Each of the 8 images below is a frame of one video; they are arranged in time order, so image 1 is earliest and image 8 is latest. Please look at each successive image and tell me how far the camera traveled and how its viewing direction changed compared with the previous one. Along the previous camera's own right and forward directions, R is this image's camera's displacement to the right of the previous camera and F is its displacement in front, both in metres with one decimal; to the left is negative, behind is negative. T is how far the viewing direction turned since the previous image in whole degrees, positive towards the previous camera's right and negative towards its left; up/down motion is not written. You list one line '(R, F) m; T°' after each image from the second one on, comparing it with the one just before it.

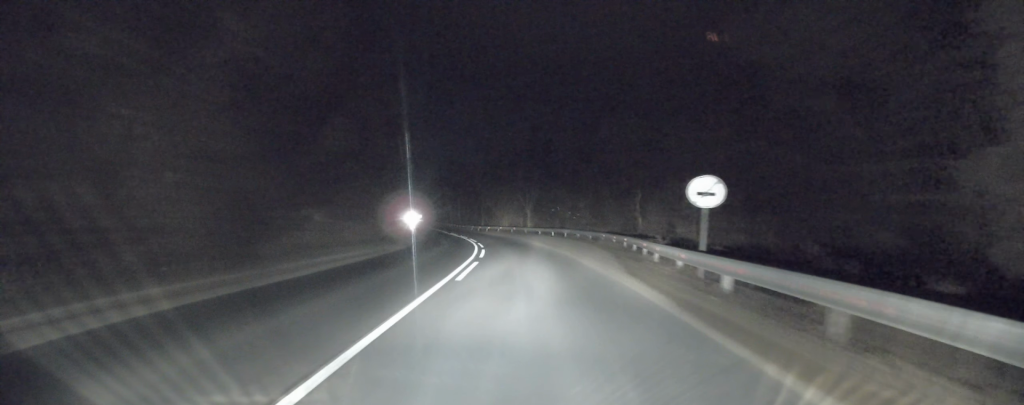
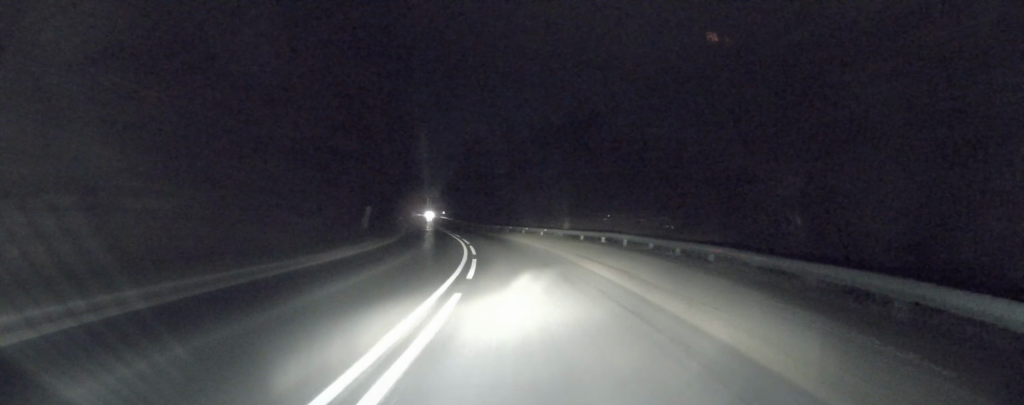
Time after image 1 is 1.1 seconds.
(-0.1, +18.1) m; -2°
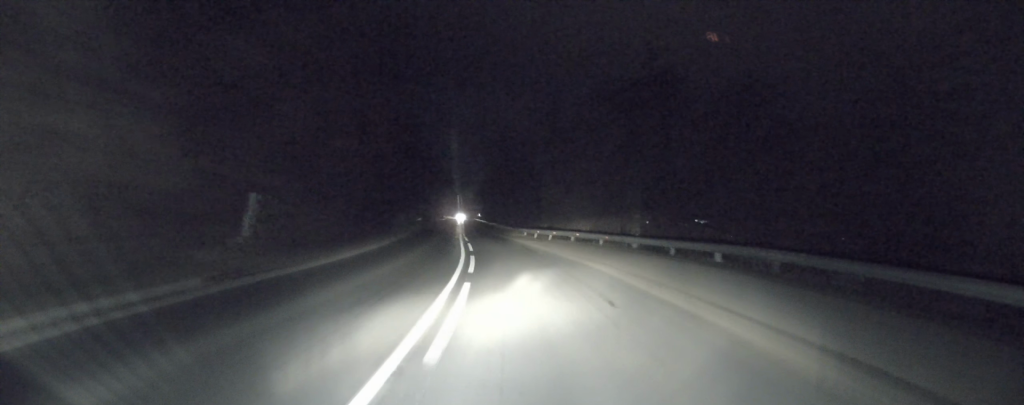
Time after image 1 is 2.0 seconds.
(-0.5, +15.5) m; -3°
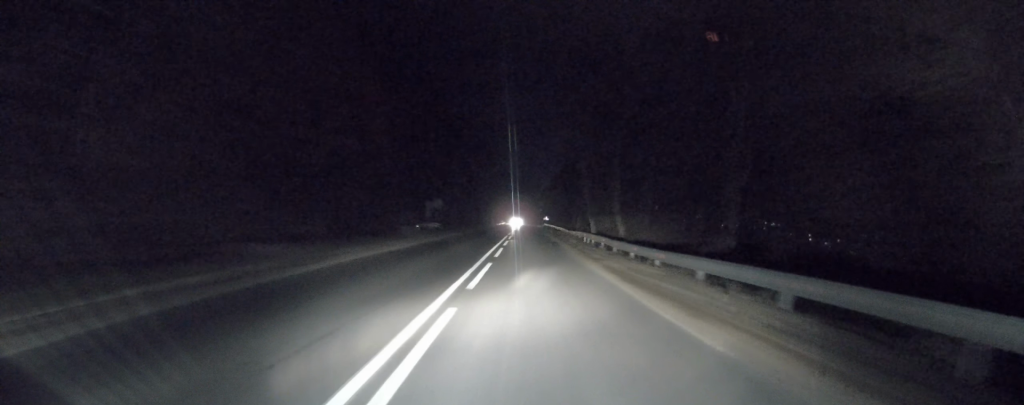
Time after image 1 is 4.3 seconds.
(-2.0, +38.2) m; -6°
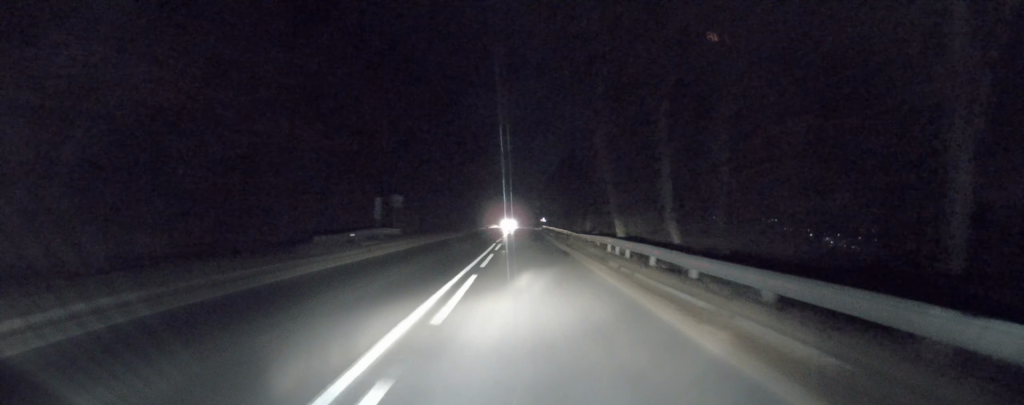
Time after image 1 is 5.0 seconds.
(-0.3, +12.1) m; -1°
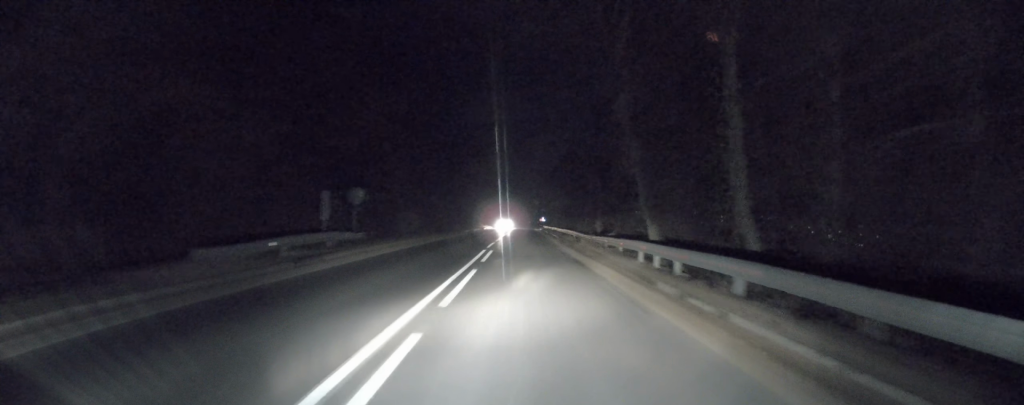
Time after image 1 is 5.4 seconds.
(-0.1, +6.9) m; -1°
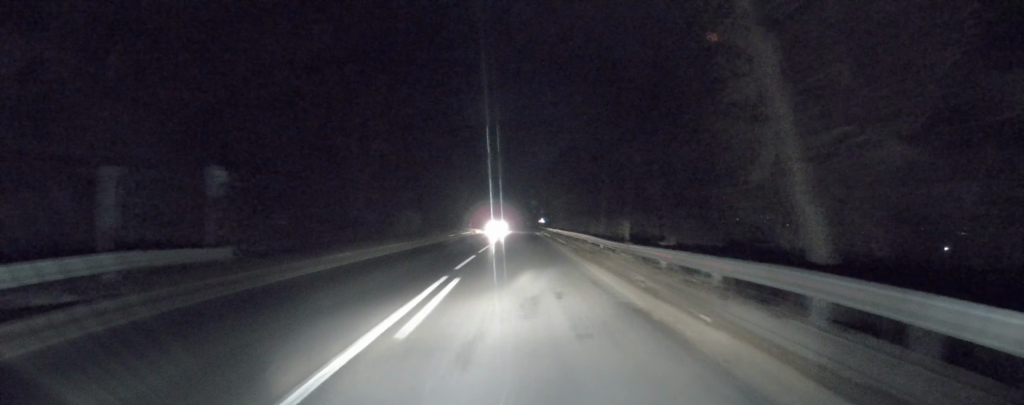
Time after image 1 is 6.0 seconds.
(0.0, +11.2) m; 0°
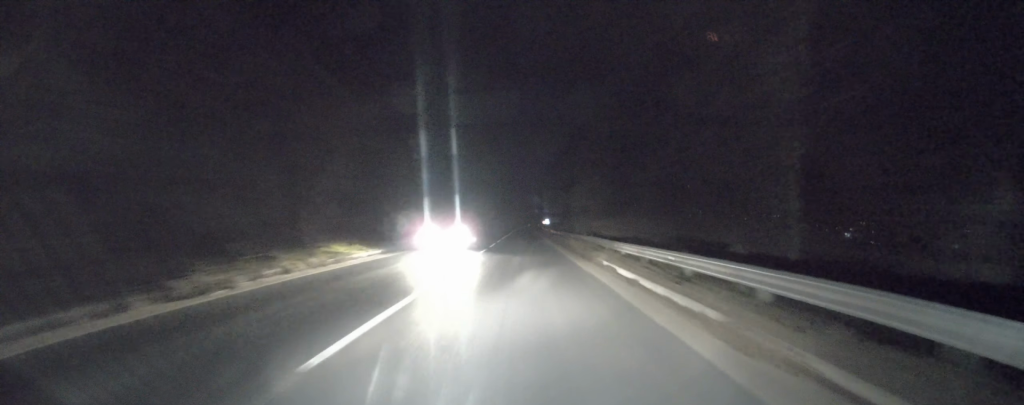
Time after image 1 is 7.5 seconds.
(-0.1, +26.8) m; +1°
